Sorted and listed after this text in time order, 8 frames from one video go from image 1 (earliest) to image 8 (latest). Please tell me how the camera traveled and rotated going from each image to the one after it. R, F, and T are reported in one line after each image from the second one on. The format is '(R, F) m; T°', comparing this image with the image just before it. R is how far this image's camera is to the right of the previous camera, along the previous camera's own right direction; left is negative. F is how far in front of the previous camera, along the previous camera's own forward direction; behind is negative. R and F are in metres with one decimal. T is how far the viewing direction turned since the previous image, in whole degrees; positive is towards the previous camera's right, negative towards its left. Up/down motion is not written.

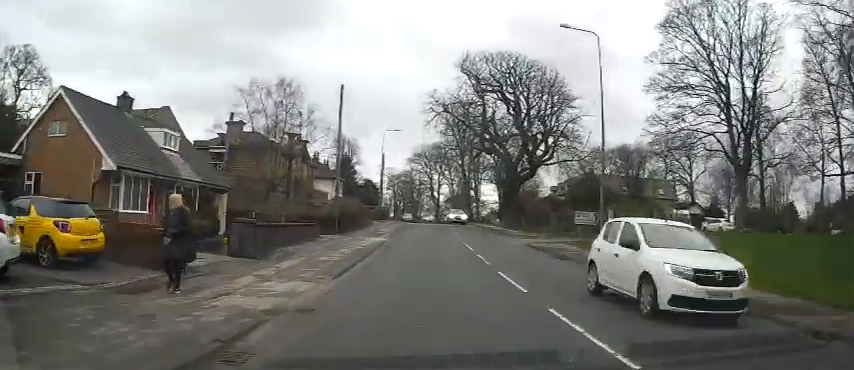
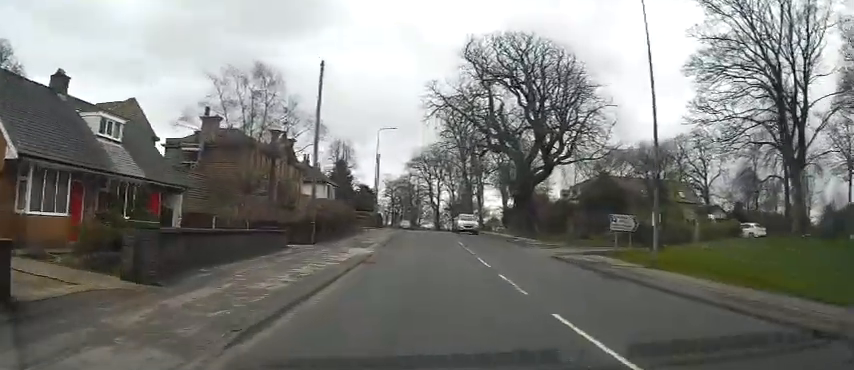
(+0.1, +5.7) m; 0°
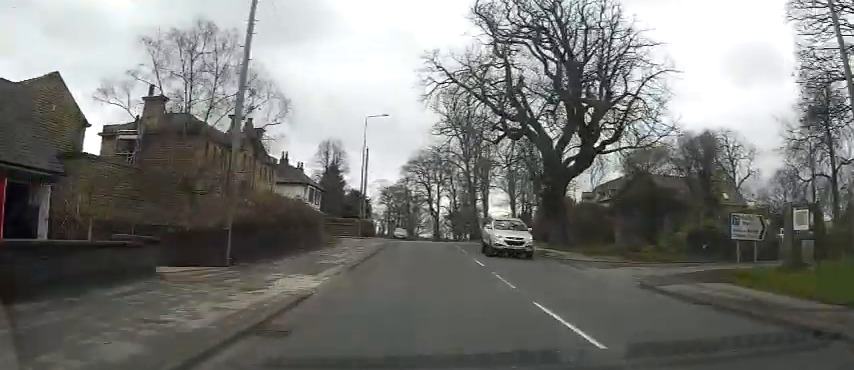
(+0.1, +9.8) m; +1°
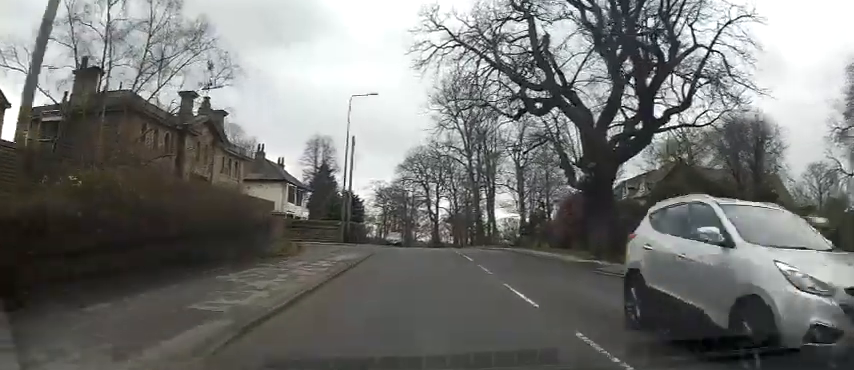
(+0.1, +8.3) m; 0°
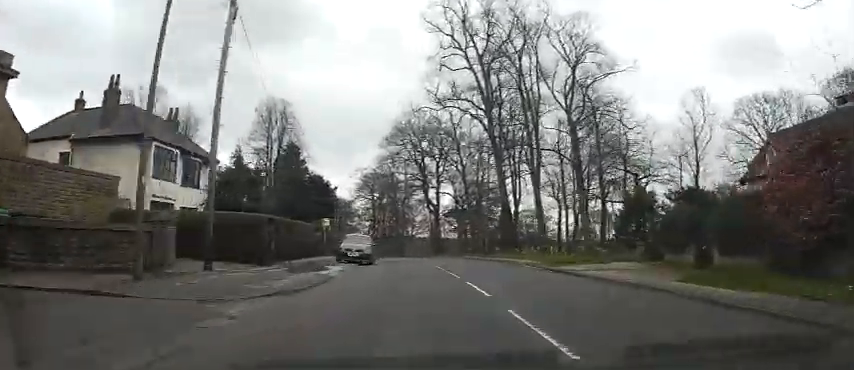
(+0.1, +26.3) m; 0°
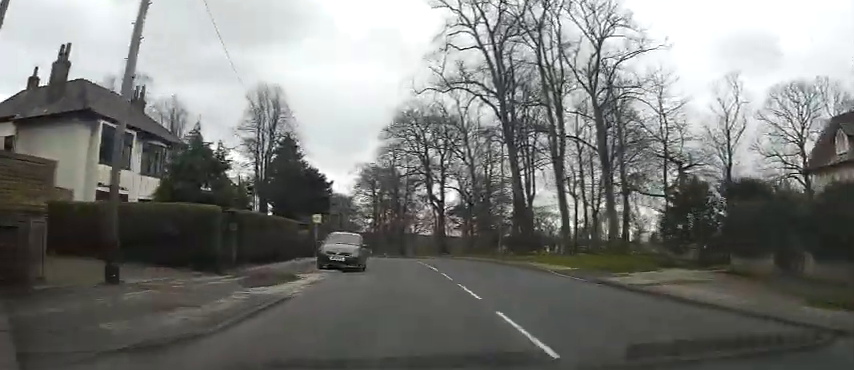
(-0.1, +5.1) m; -1°
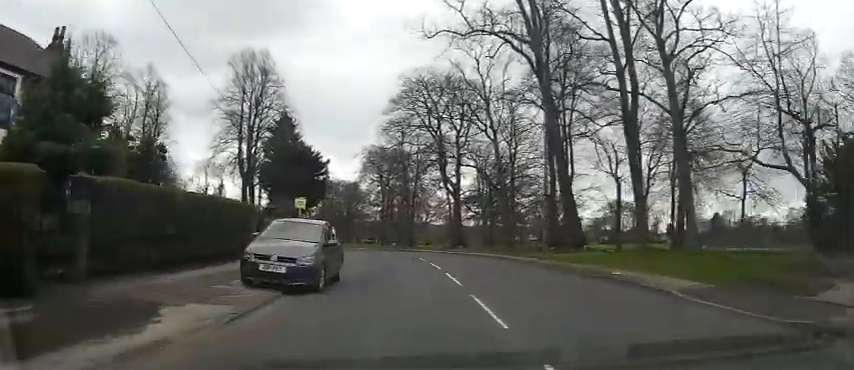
(-0.1, +9.1) m; -1°
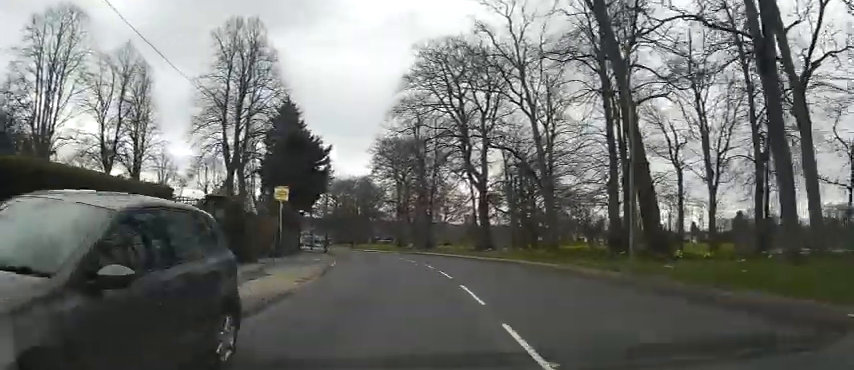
(0.0, +8.2) m; -1°
